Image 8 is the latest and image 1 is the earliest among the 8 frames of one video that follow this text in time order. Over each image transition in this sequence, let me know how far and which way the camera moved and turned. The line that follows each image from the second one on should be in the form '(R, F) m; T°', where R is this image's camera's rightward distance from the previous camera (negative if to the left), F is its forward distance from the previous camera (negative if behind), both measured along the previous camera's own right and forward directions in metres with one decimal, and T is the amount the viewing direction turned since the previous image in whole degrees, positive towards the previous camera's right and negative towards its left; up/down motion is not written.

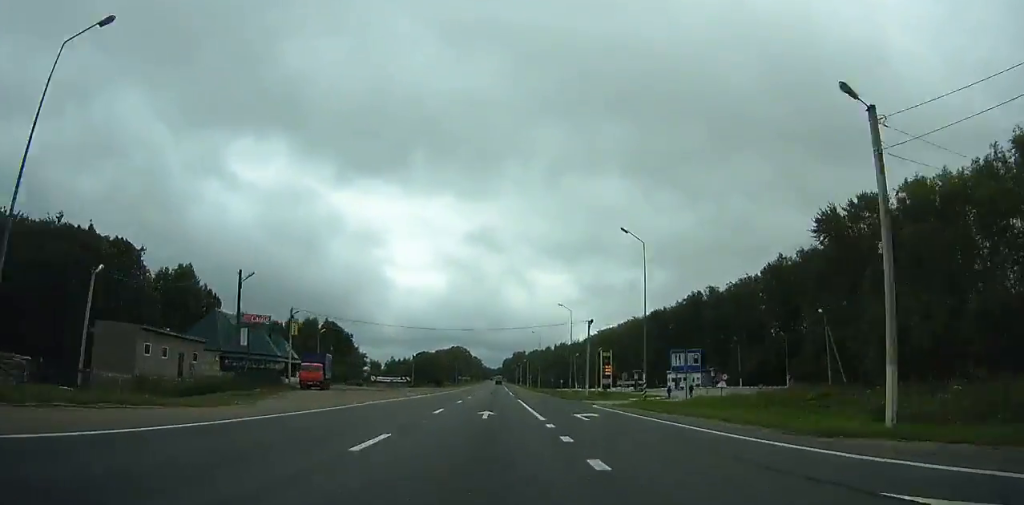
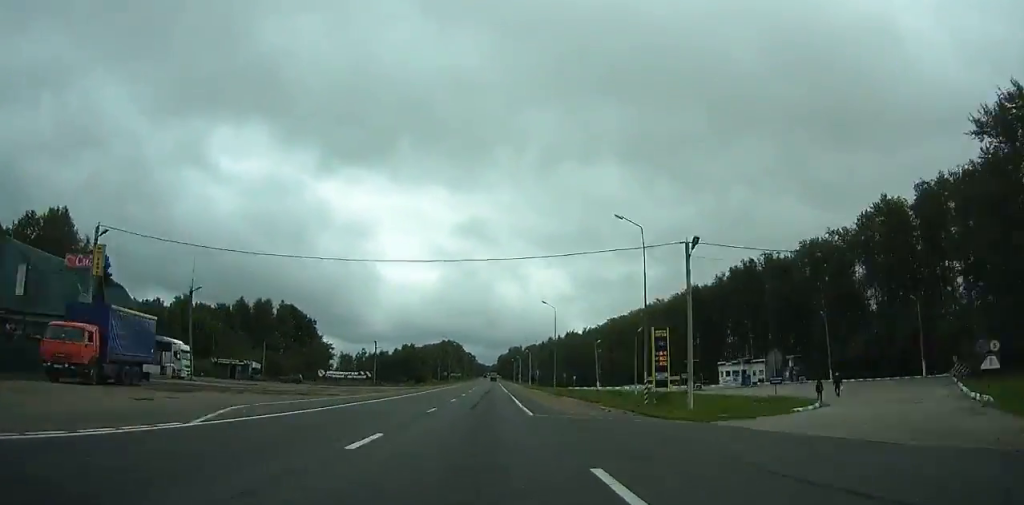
(+0.1, +36.7) m; 0°
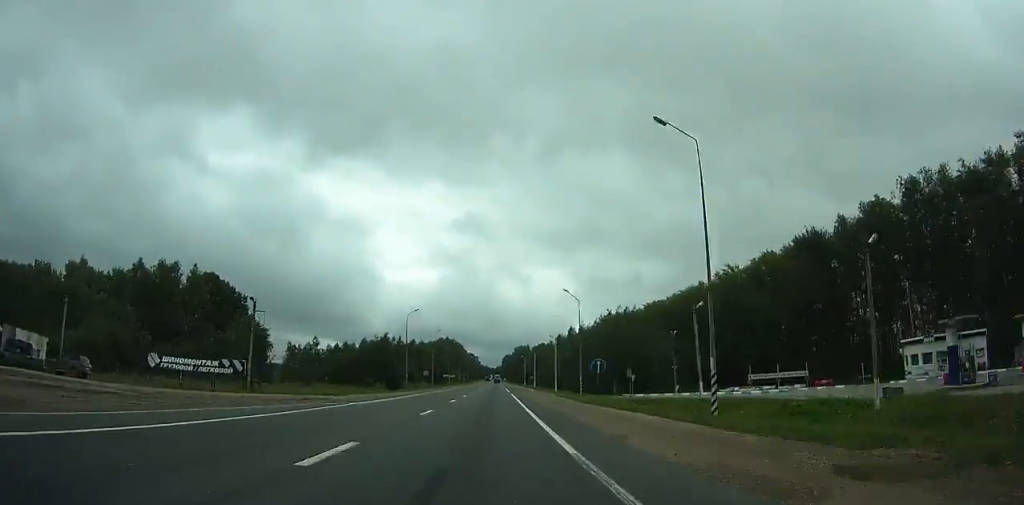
(+0.1, +49.7) m; 0°
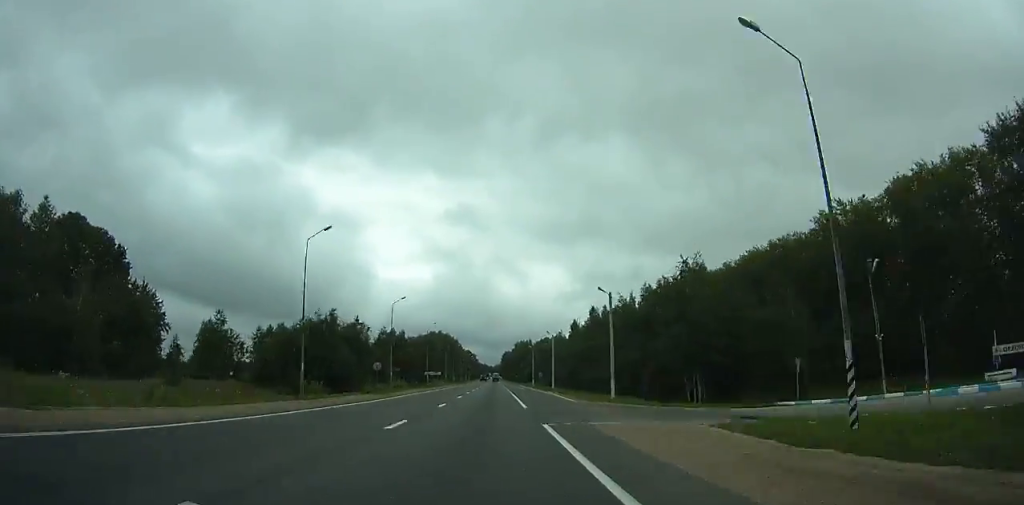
(-0.1, +42.6) m; 0°
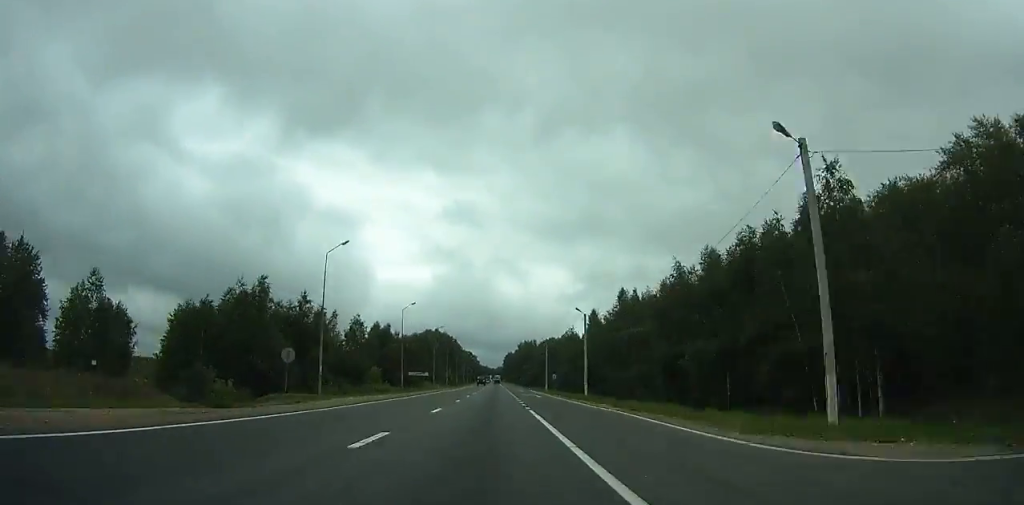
(-0.1, +28.0) m; 0°
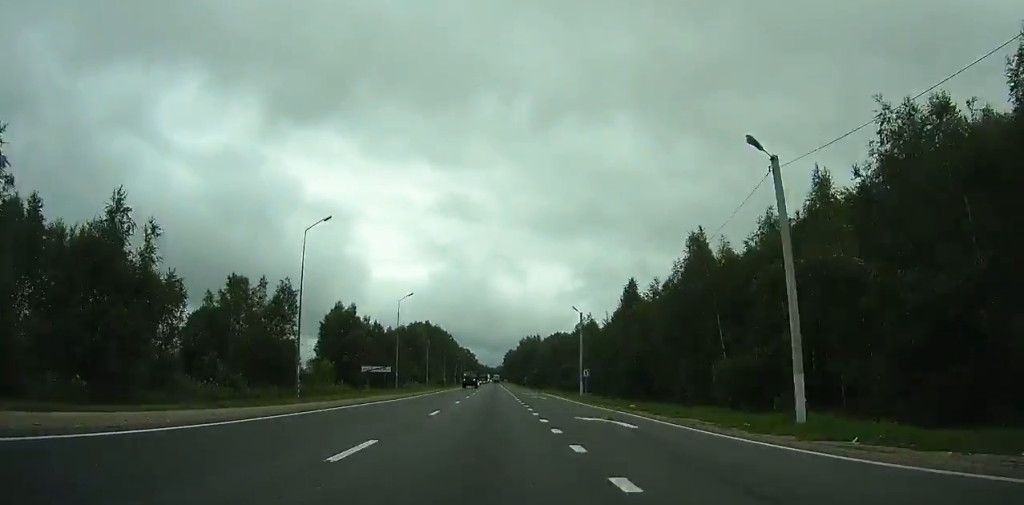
(-0.1, +37.9) m; 0°
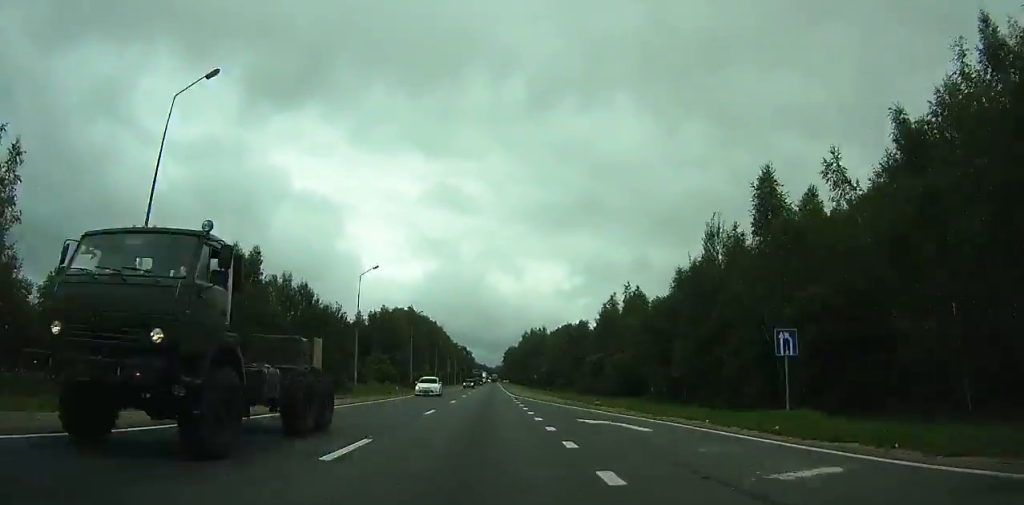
(-0.1, +48.1) m; 0°
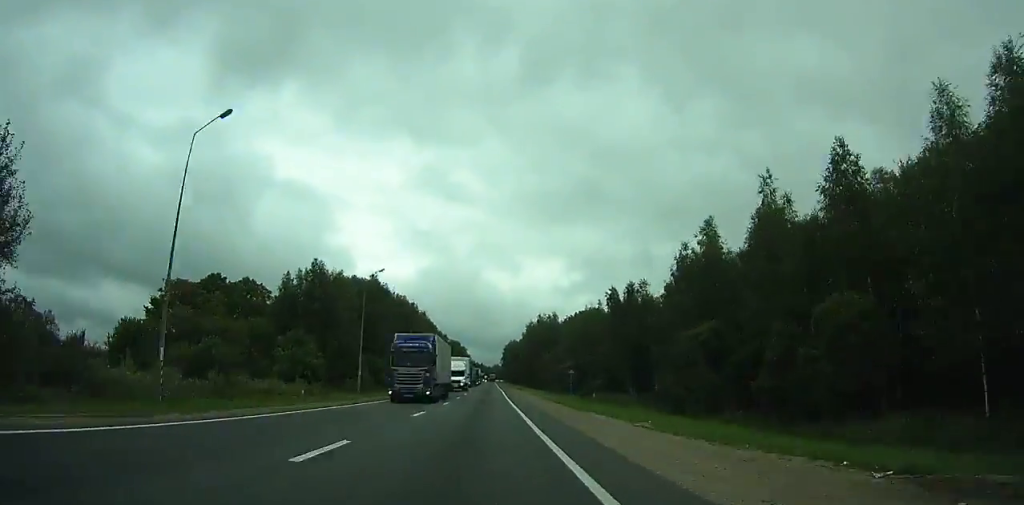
(0.0, +61.6) m; 0°
